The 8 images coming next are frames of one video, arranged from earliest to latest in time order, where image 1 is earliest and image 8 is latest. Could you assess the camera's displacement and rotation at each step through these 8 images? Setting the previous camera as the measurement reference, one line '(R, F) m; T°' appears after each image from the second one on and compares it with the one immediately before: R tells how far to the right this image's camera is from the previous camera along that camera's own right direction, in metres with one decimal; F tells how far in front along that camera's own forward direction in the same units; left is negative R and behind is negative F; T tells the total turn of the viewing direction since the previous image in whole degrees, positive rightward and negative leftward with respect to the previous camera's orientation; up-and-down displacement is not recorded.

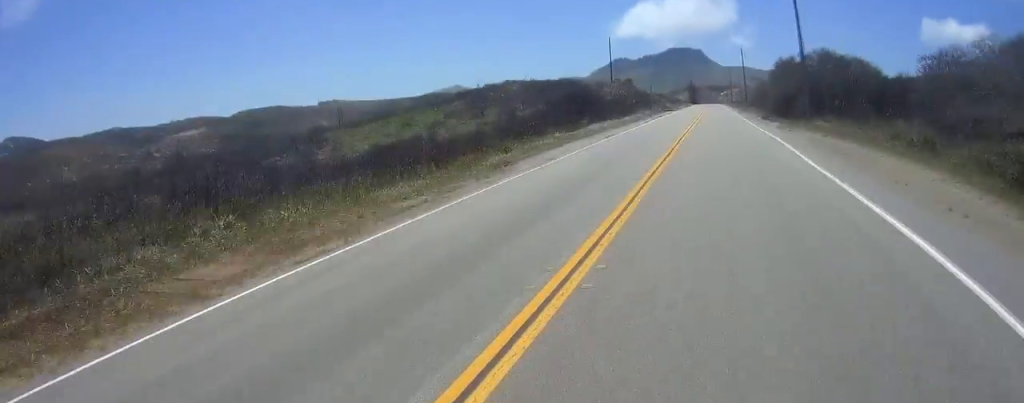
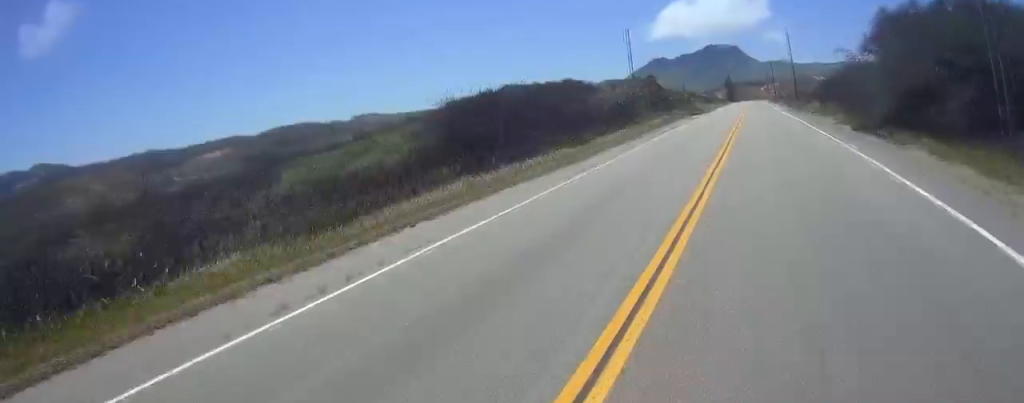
(-1.0, +27.9) m; -2°
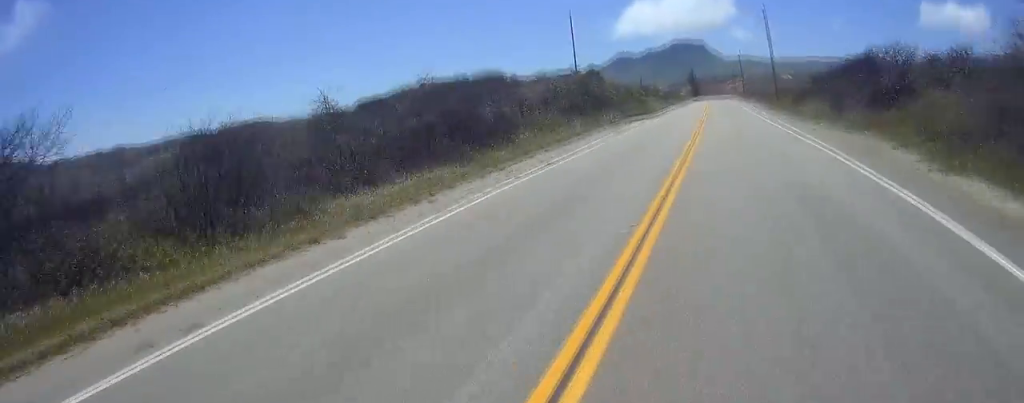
(0.0, +21.2) m; 0°
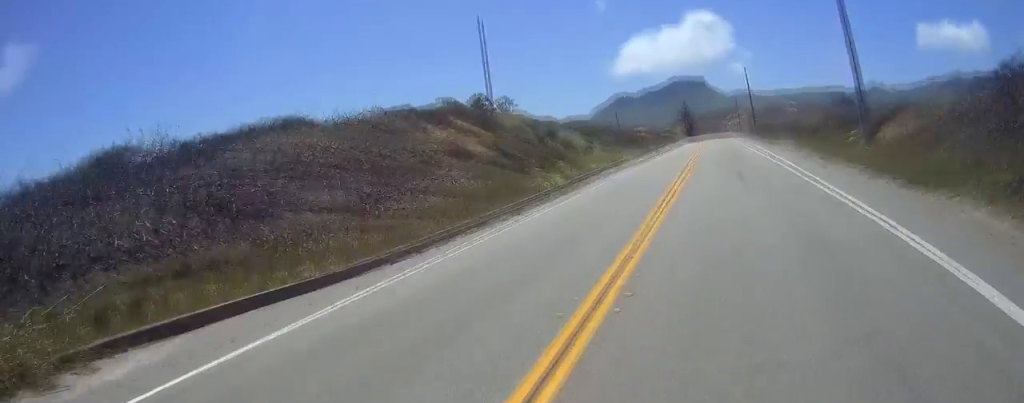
(+0.5, +45.2) m; +1°
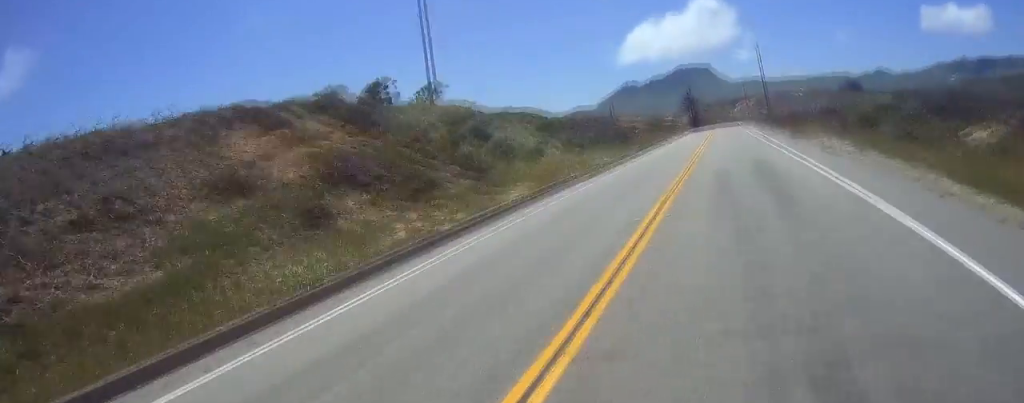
(+0.1, +17.5) m; 0°
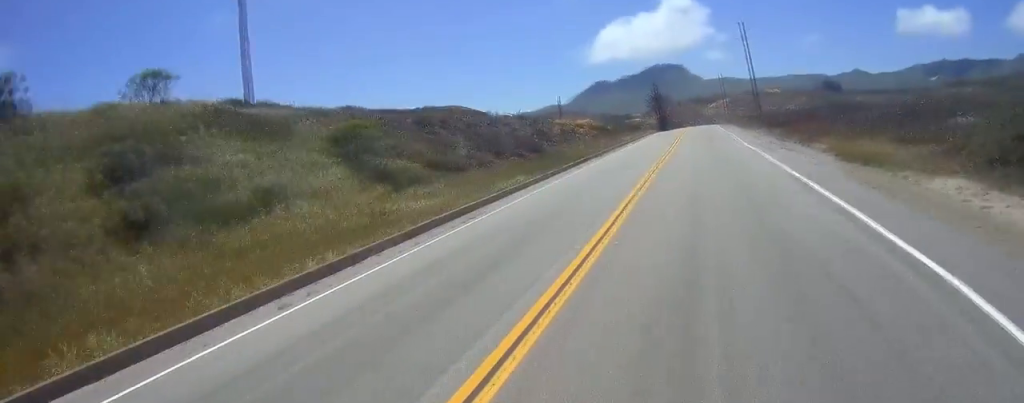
(0.0, +23.4) m; 0°
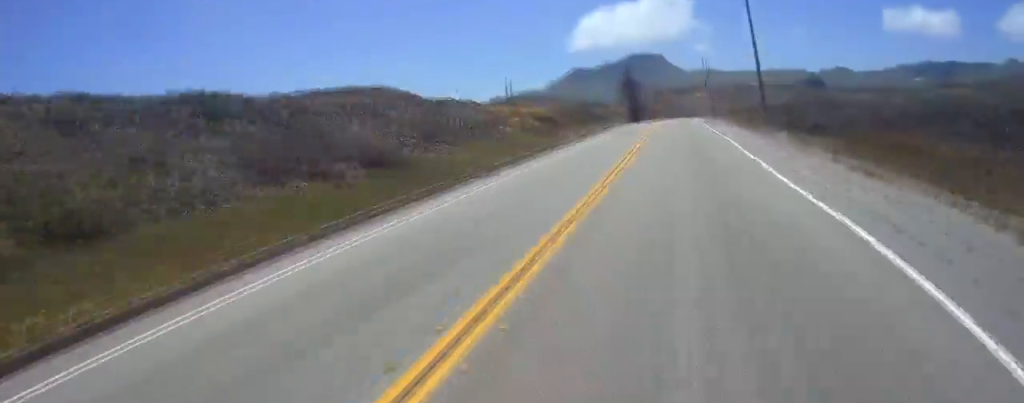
(0.0, +19.5) m; -1°
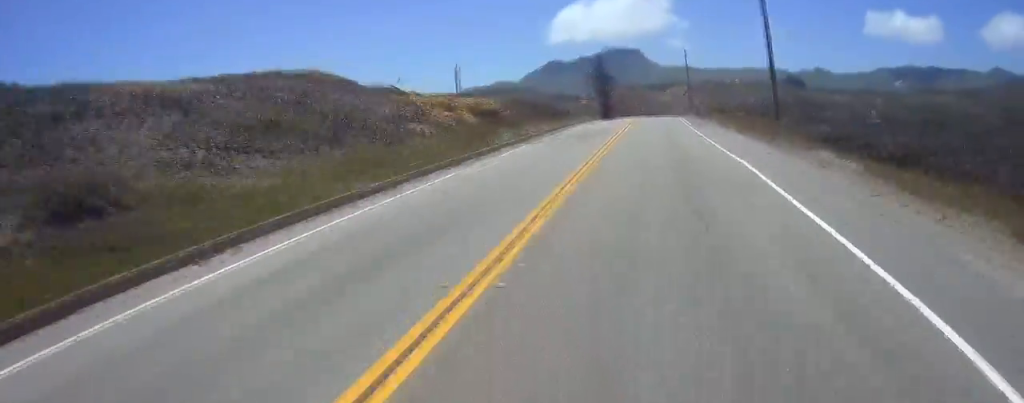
(-0.1, +13.1) m; 0°
